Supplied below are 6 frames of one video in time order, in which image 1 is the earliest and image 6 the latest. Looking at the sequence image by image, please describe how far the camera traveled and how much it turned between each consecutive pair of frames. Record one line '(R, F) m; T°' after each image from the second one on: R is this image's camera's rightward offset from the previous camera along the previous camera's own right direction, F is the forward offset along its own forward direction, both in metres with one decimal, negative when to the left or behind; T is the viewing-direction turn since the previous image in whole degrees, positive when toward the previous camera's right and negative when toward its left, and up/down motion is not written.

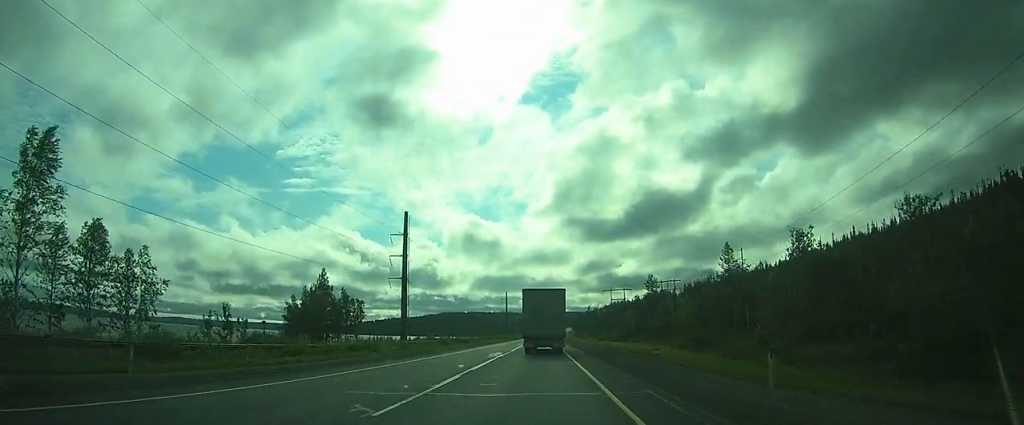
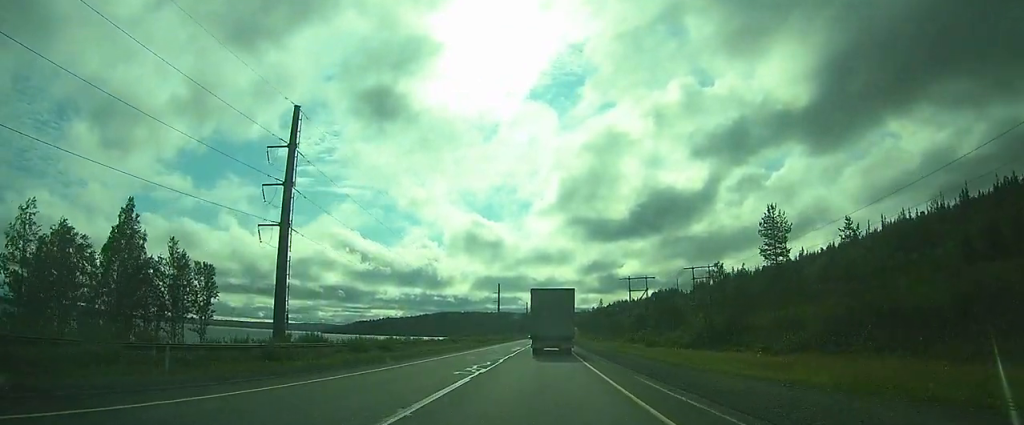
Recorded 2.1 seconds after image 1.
(+0.1, +50.3) m; 0°
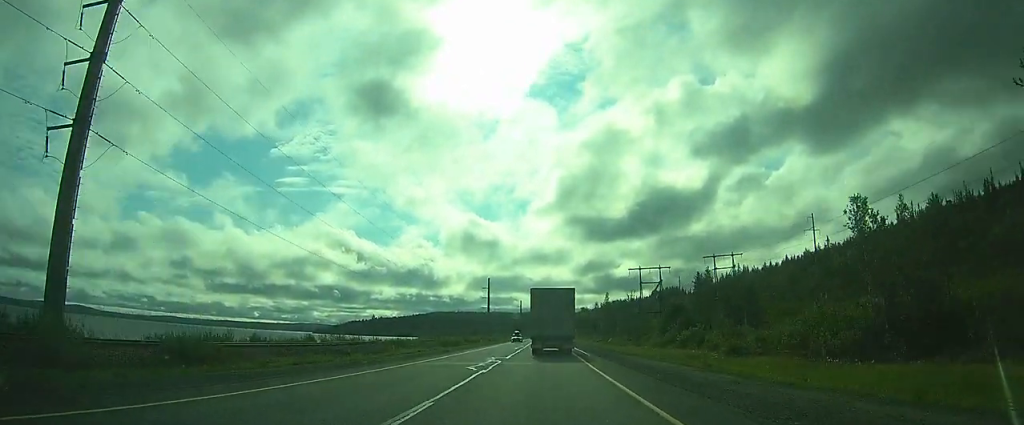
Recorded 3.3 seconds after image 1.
(0.0, +28.4) m; 0°
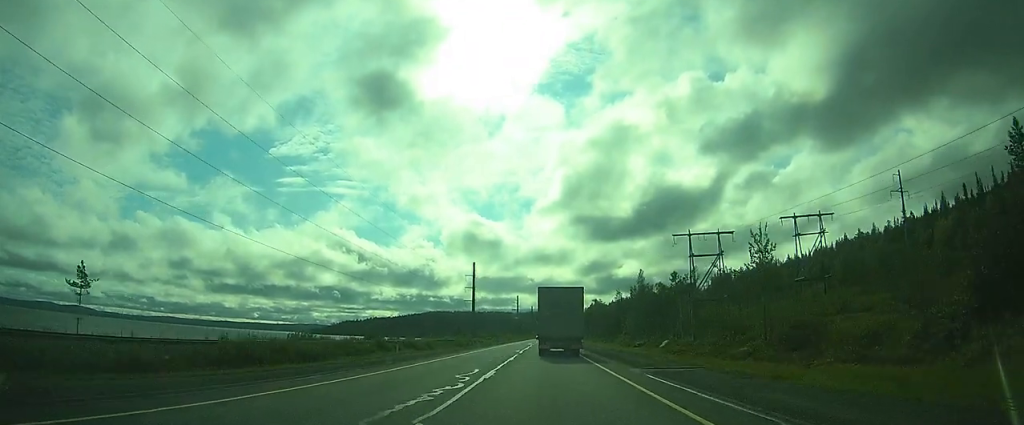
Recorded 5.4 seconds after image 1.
(+0.4, +53.4) m; +1°
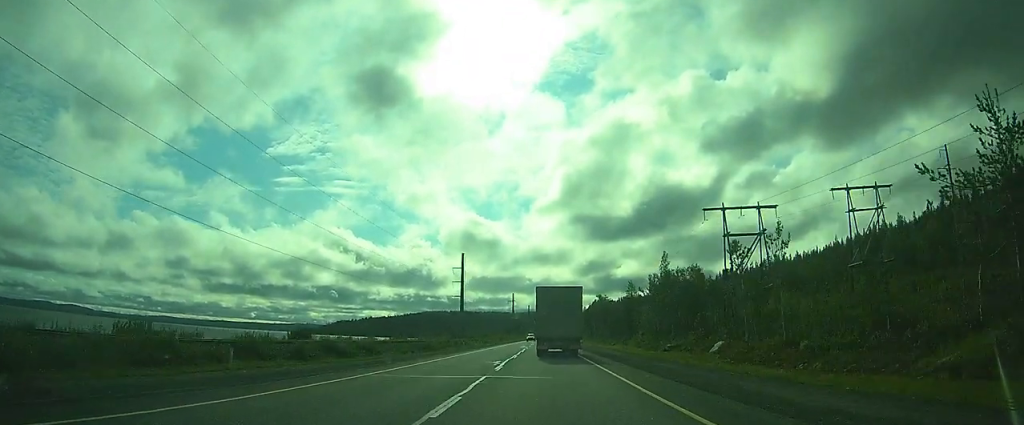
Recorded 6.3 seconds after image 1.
(0.0, +21.4) m; 0°
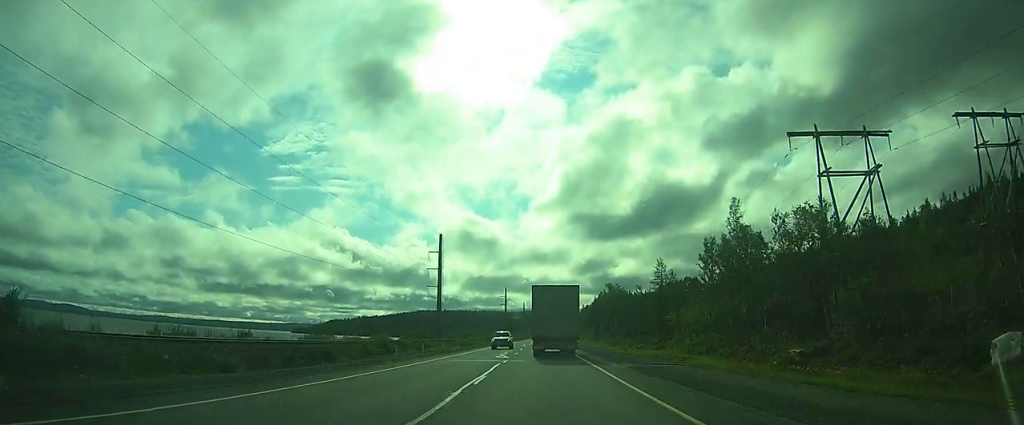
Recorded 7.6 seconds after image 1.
(+0.3, +31.3) m; +1°
